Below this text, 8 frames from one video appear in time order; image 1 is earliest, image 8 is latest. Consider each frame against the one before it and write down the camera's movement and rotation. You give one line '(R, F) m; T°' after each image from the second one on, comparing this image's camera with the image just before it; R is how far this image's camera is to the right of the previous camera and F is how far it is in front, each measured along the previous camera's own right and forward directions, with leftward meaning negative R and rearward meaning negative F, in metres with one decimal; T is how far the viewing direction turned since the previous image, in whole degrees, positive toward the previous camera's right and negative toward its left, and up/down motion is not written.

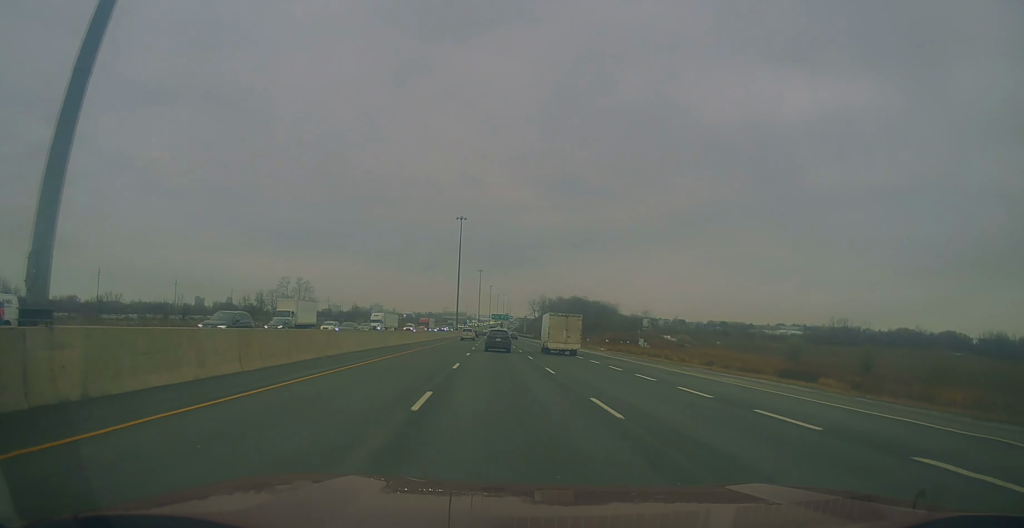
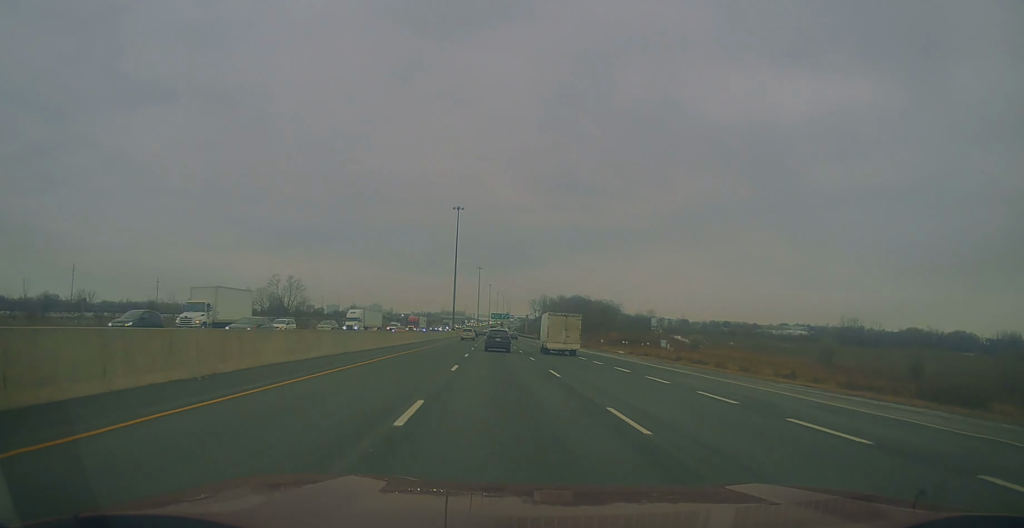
(+0.4, +13.5) m; 0°
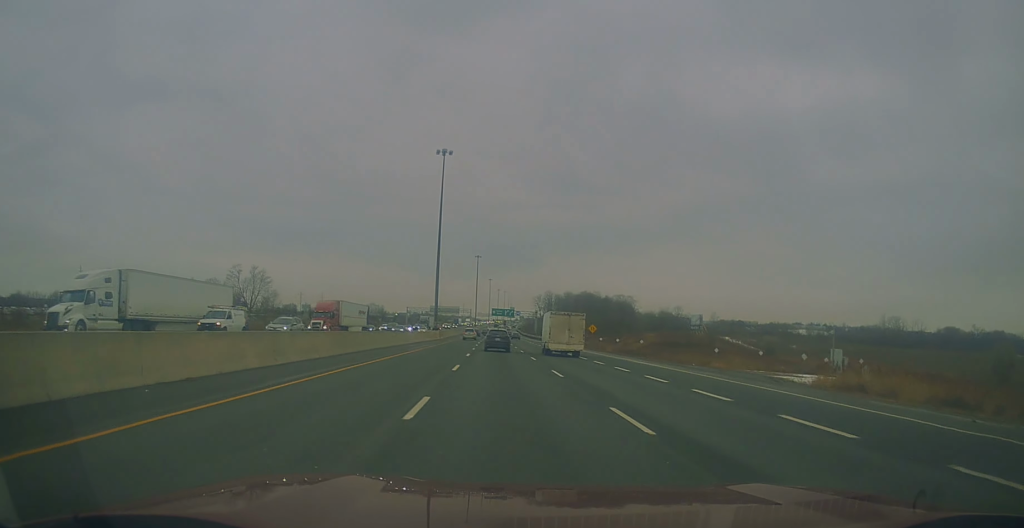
(0.0, +47.3) m; 0°
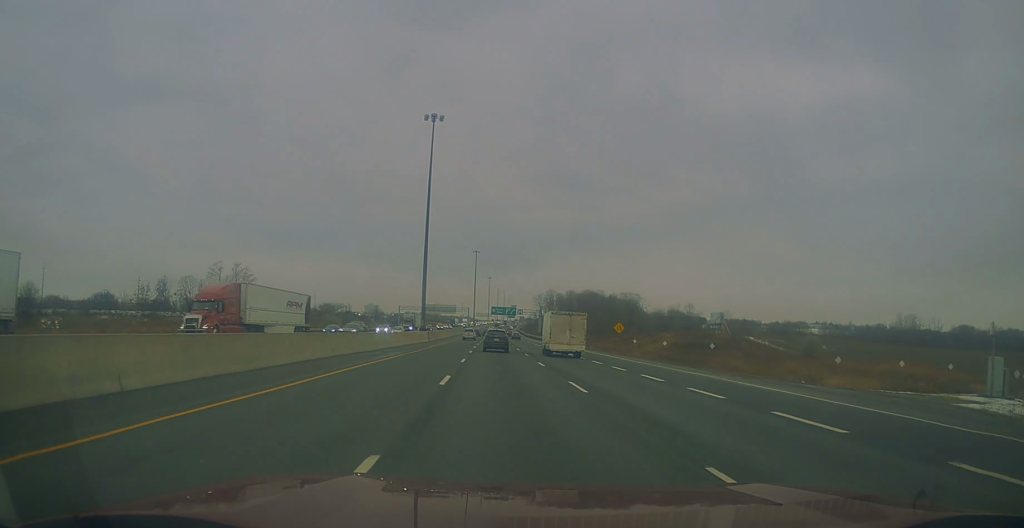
(+0.4, +17.5) m; +1°
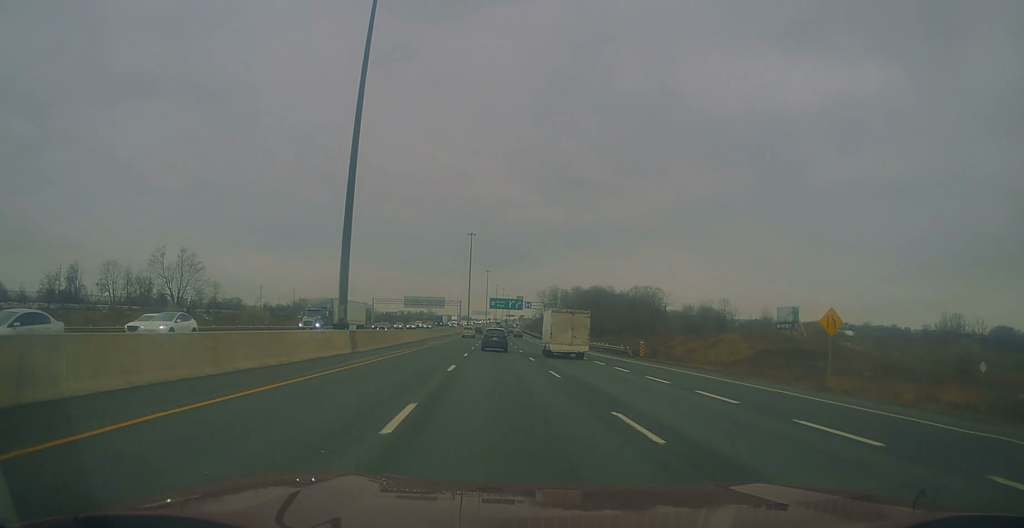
(+0.1, +42.9) m; -1°
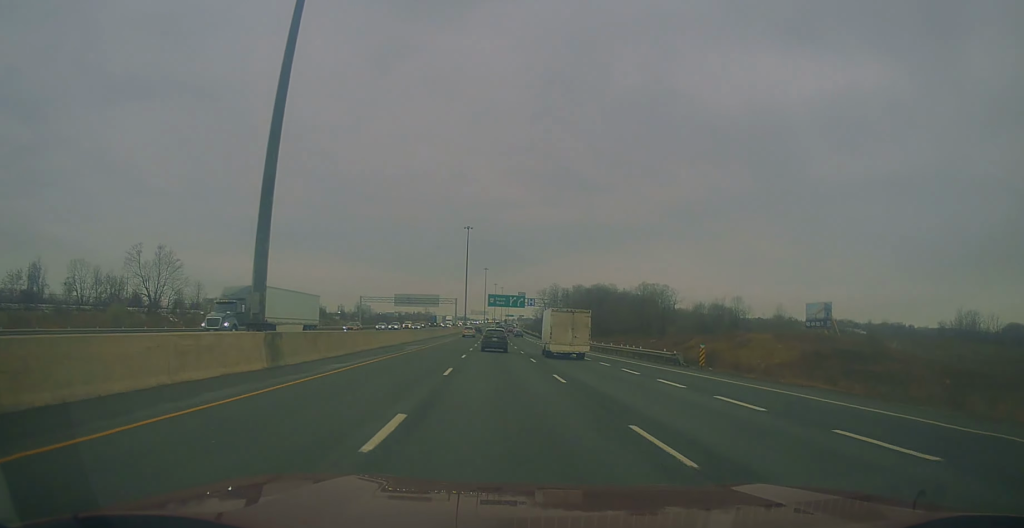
(-0.3, +13.6) m; 0°
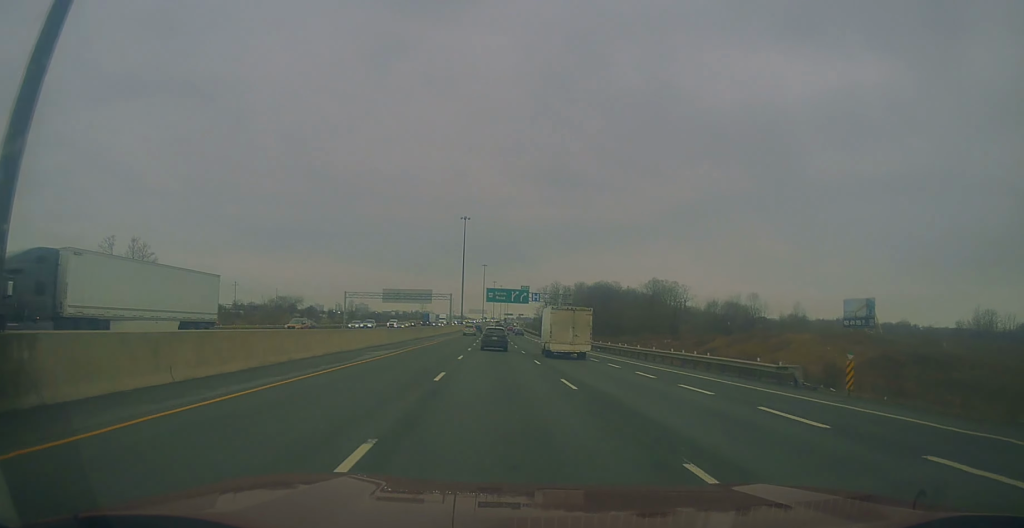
(-0.2, +14.6) m; 0°
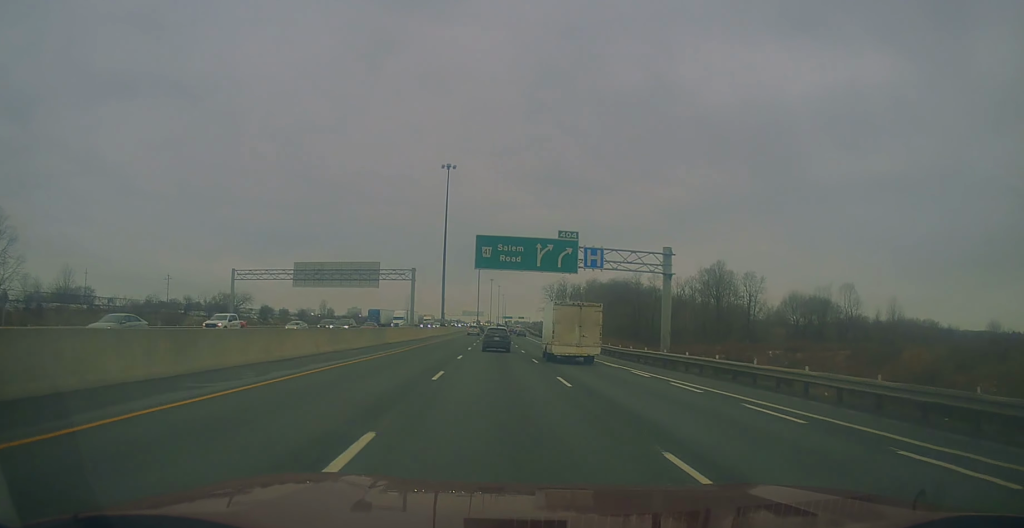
(+0.8, +58.4) m; 0°
